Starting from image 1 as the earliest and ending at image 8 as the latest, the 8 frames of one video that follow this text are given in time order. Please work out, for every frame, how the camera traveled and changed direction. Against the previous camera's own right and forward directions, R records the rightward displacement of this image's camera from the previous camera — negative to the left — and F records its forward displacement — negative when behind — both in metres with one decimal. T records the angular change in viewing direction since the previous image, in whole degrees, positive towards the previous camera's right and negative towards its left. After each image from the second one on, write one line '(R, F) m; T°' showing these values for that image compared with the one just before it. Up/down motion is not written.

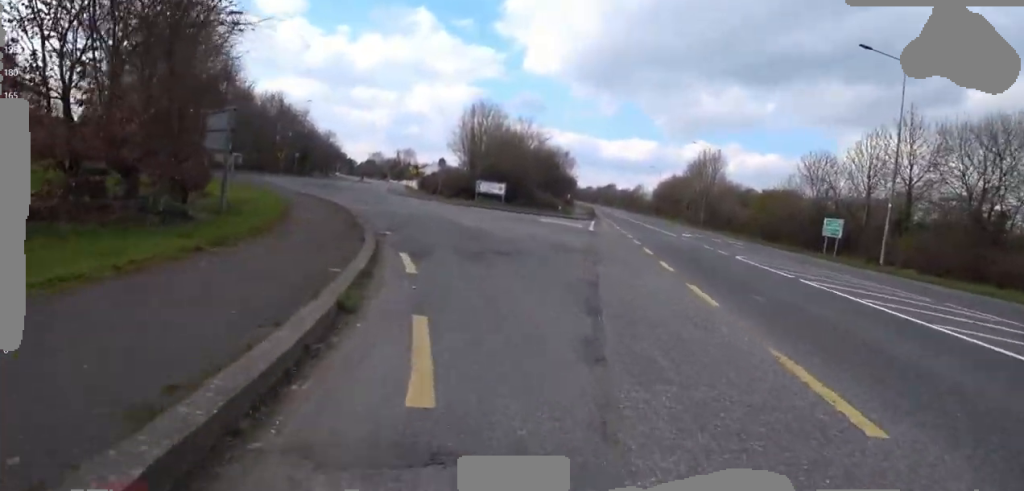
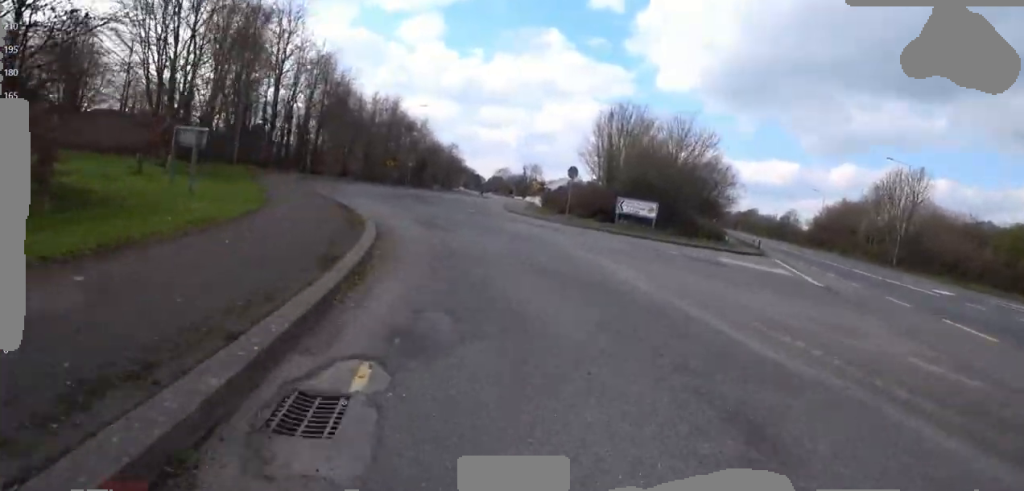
(-1.4, +5.8) m; -14°
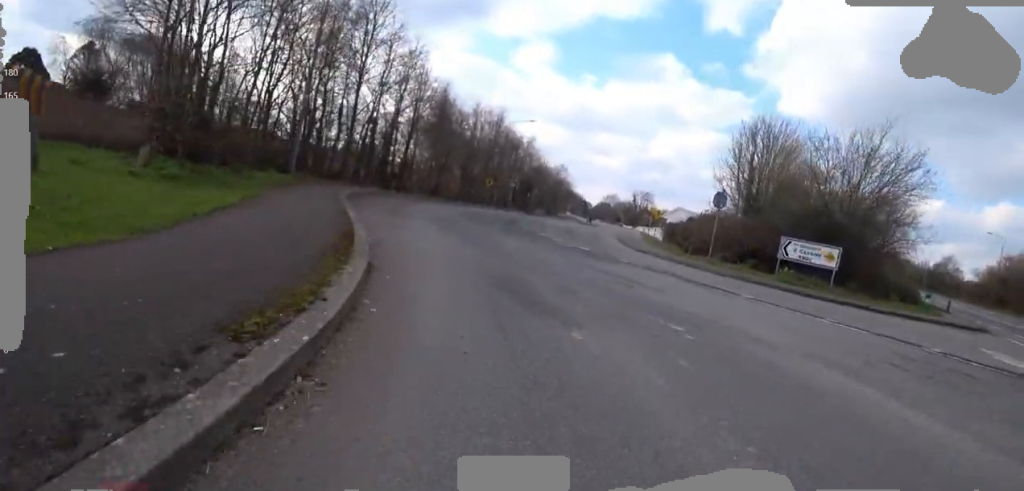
(0.0, +4.4) m; -2°
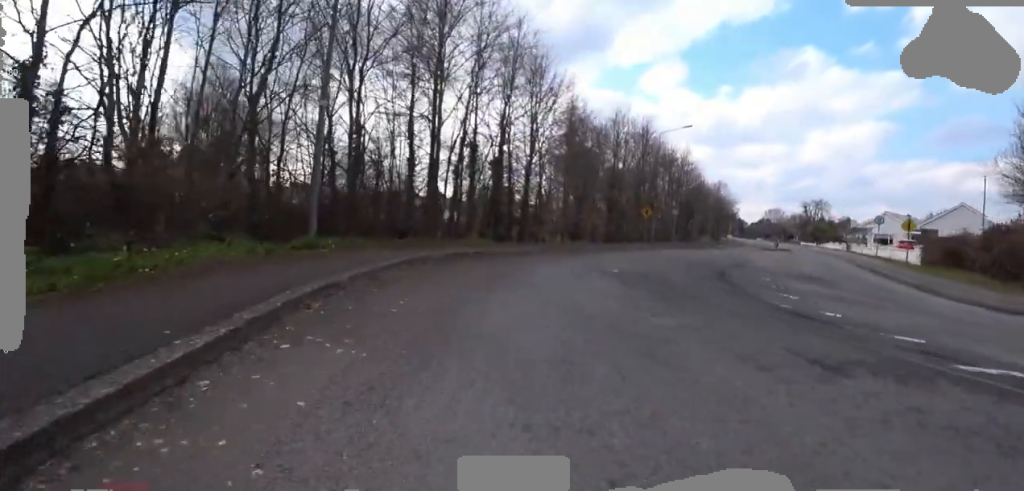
(-0.8, +9.8) m; 0°
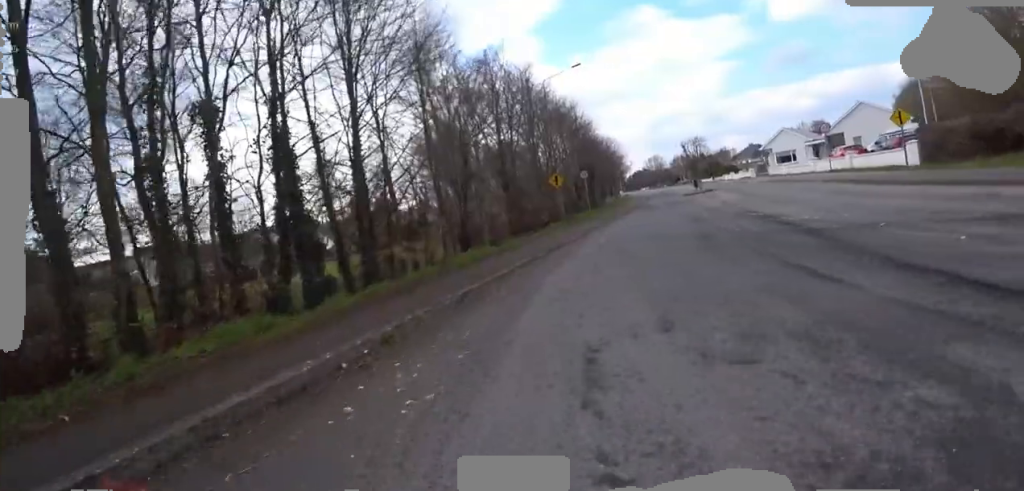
(+1.2, +9.2) m; +8°
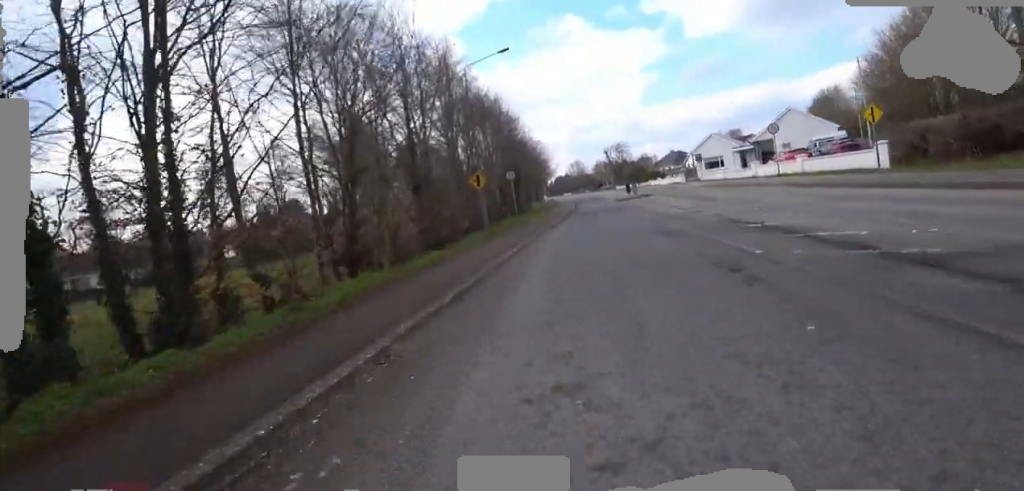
(-0.4, +4.1) m; +1°
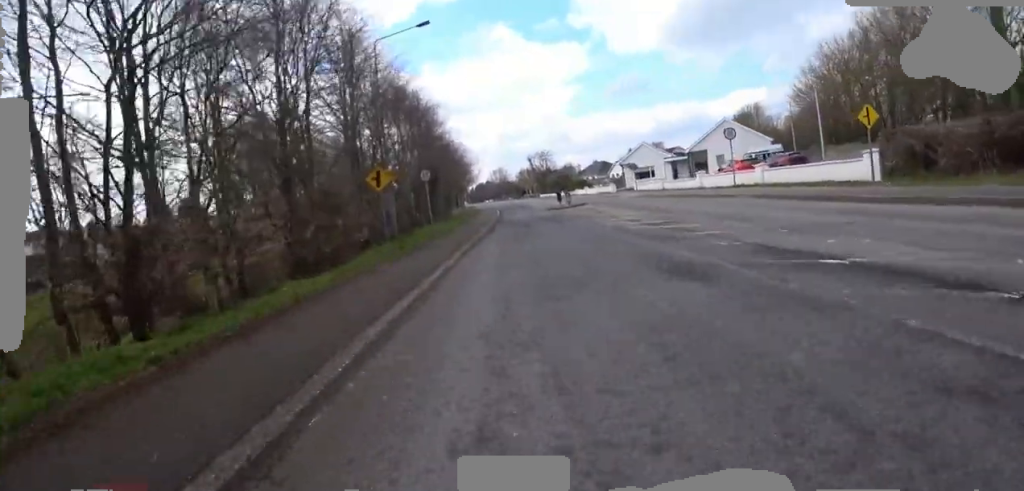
(+0.6, +4.2) m; +8°
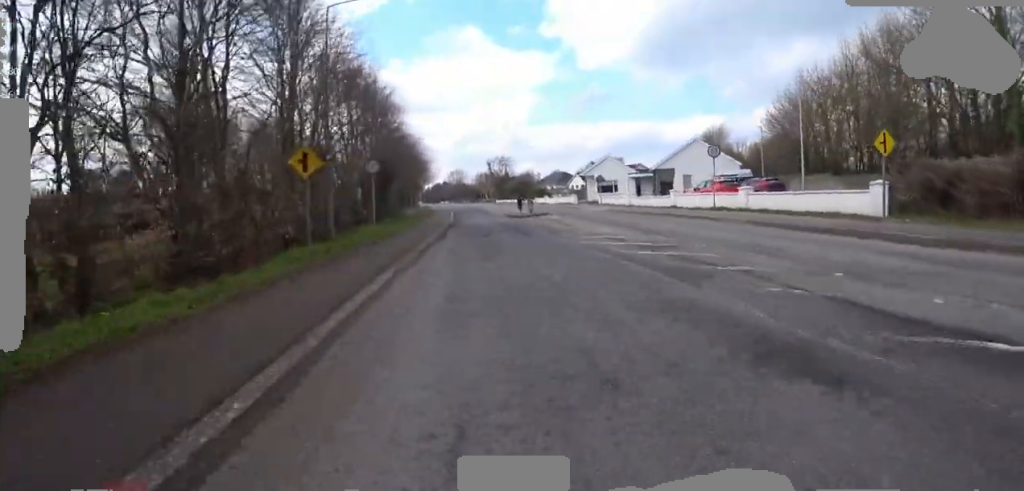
(+0.1, +2.4) m; +4°
